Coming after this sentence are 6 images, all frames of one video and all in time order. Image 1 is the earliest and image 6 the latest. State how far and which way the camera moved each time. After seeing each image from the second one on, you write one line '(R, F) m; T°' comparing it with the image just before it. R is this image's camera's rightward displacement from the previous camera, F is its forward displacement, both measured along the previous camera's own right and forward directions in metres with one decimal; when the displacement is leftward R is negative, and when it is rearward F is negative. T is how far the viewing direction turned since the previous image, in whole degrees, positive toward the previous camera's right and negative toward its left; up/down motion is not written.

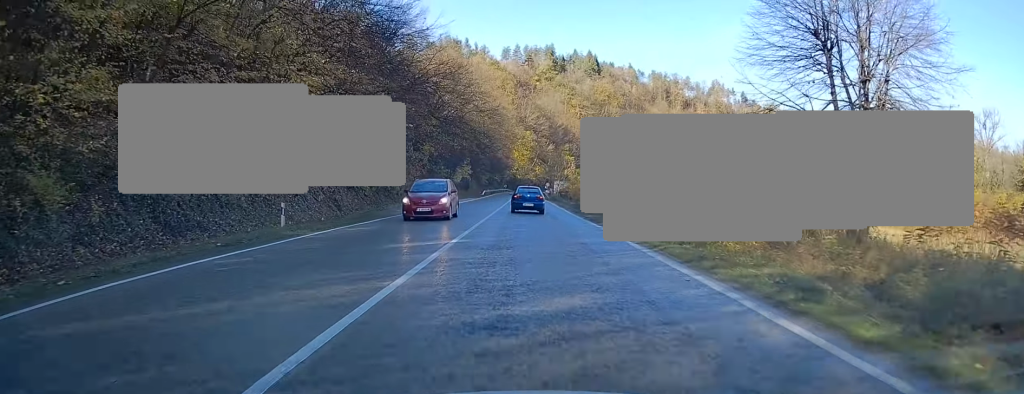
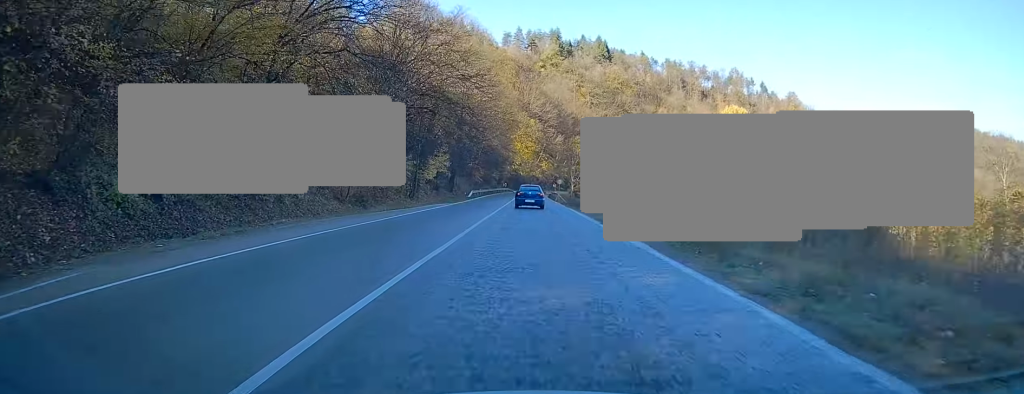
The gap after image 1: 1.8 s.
(-0.2, +31.6) m; -2°
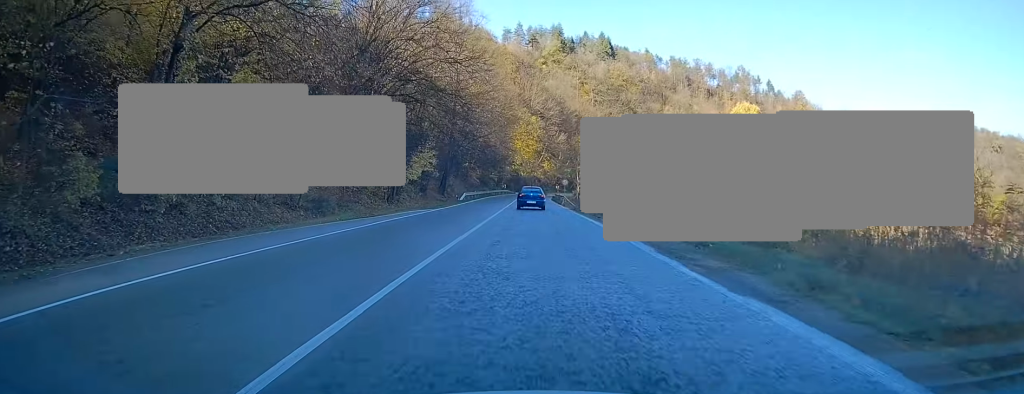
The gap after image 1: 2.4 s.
(-0.2, +10.3) m; -1°
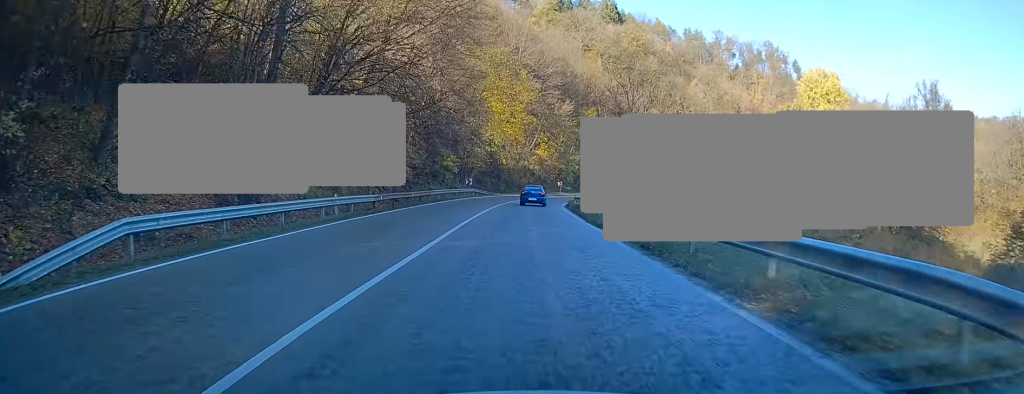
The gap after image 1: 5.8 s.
(+0.9, +58.2) m; +2°
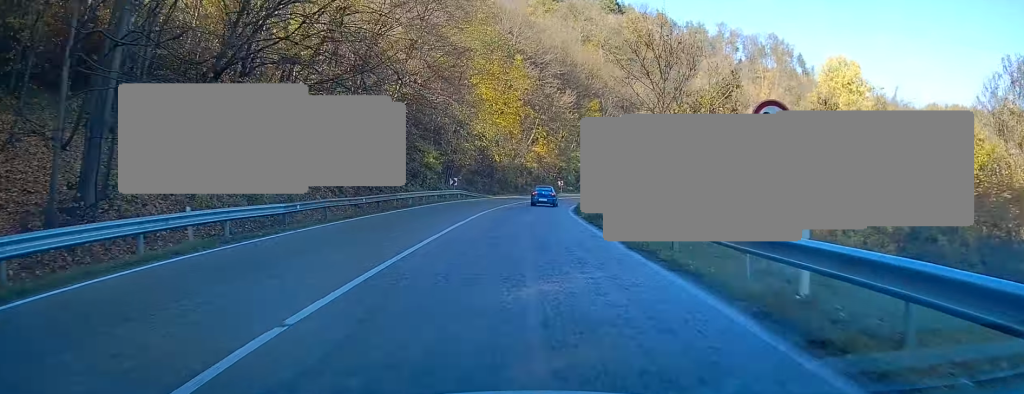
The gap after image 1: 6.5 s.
(-0.2, +11.5) m; 0°
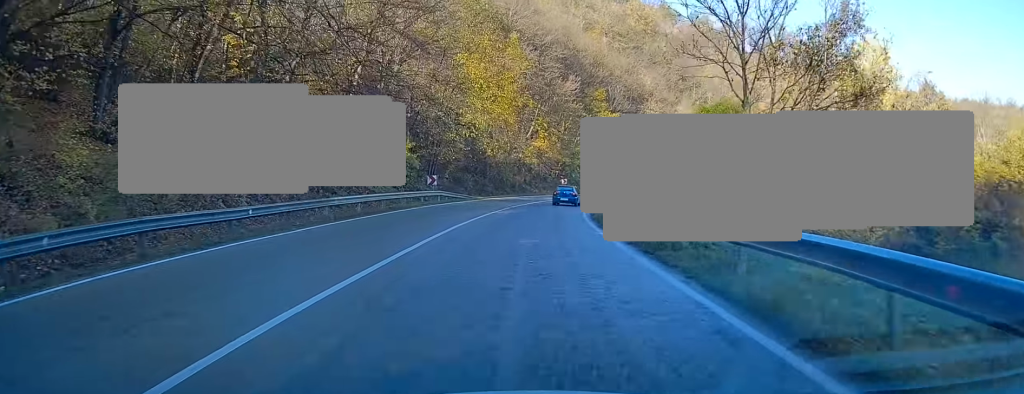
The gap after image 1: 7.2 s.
(+0.3, +12.0) m; 0°
